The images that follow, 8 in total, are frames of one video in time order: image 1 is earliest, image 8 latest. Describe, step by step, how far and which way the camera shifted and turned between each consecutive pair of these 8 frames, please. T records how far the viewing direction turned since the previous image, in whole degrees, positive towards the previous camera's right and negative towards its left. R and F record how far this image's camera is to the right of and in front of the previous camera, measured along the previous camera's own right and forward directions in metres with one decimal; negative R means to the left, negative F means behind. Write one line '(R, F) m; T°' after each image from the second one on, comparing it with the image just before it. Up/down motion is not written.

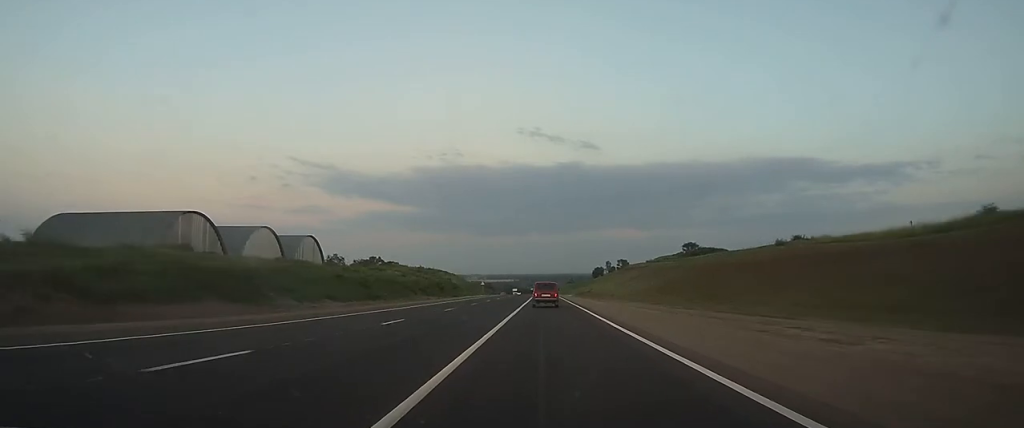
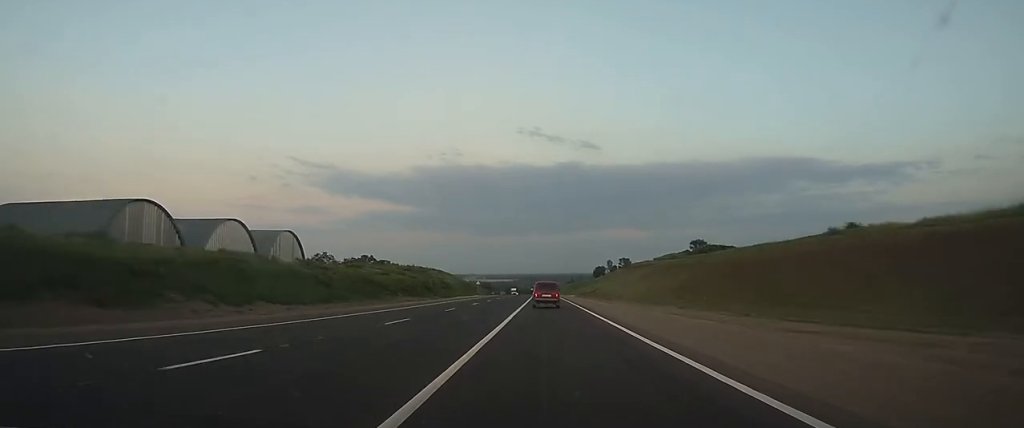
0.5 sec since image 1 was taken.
(0.0, +11.7) m; 0°
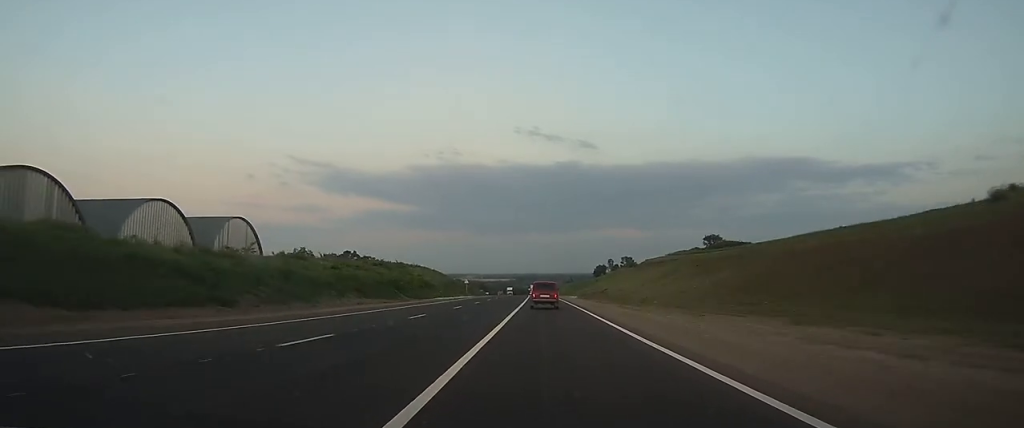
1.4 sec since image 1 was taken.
(0.0, +20.2) m; 0°
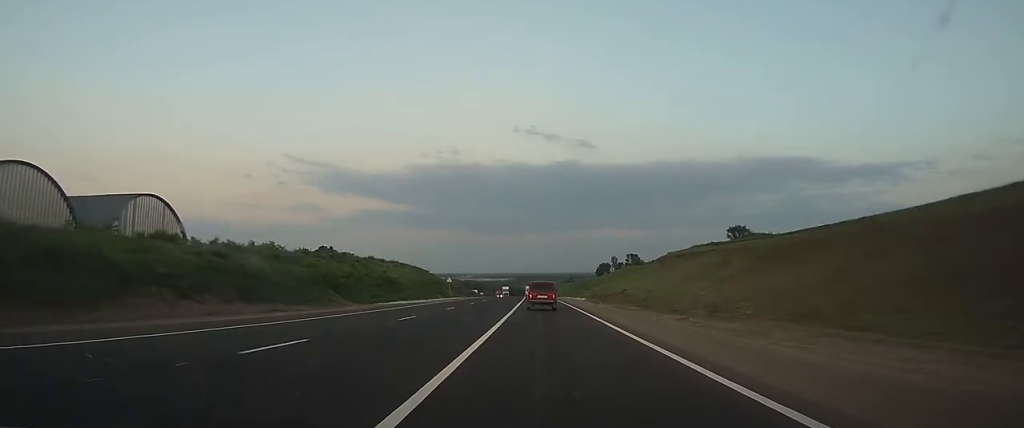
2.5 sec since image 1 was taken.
(0.0, +25.5) m; 0°
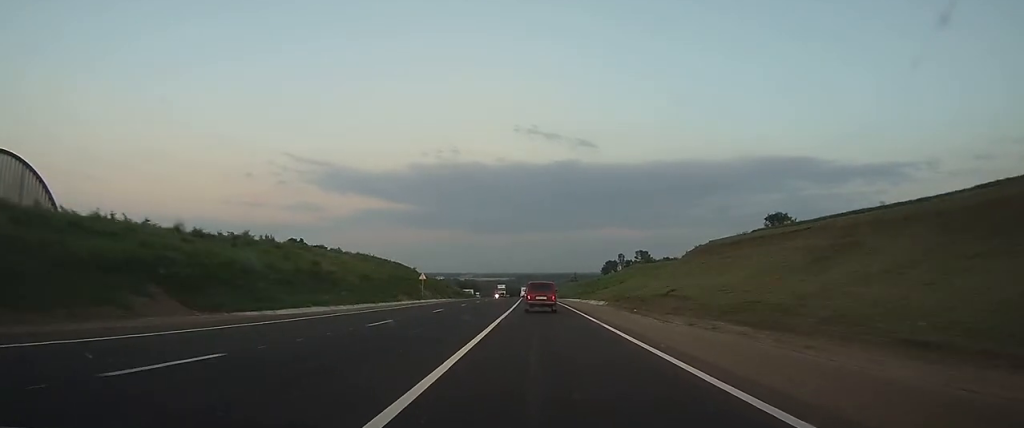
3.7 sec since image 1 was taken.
(0.0, +27.5) m; 0°
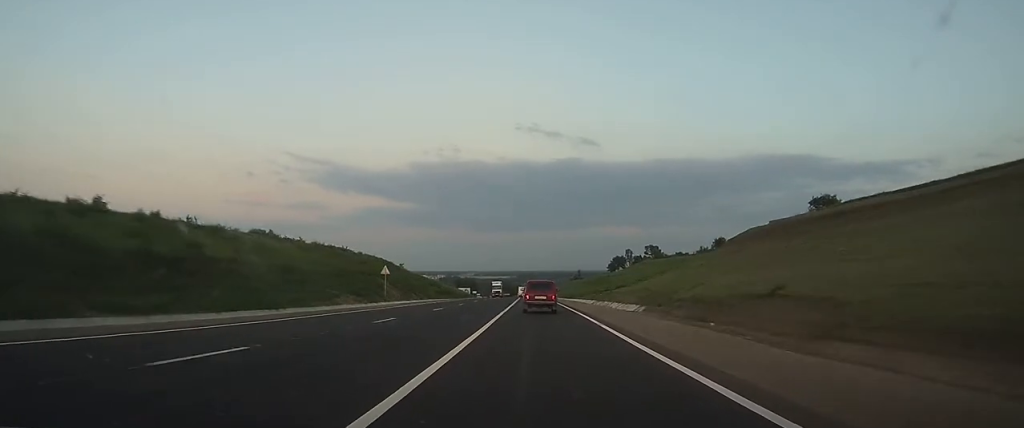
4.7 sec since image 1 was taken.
(-0.1, +22.8) m; 0°
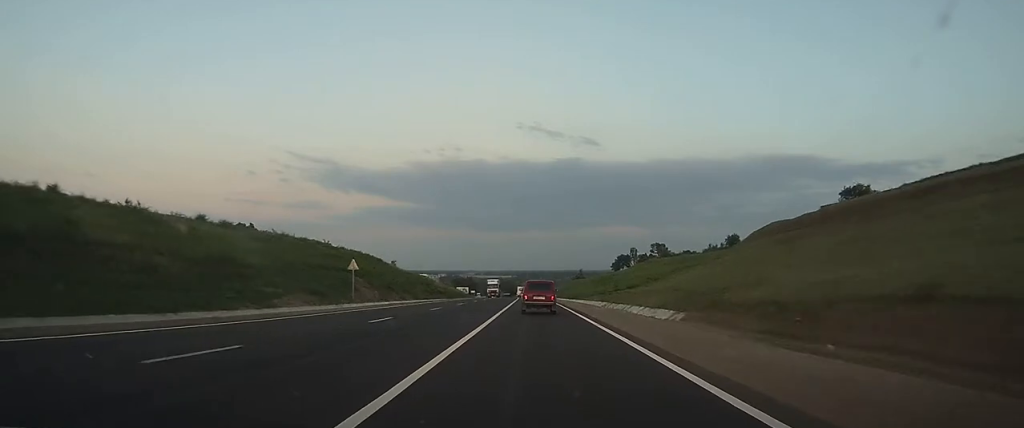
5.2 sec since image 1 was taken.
(0.0, +12.1) m; 0°
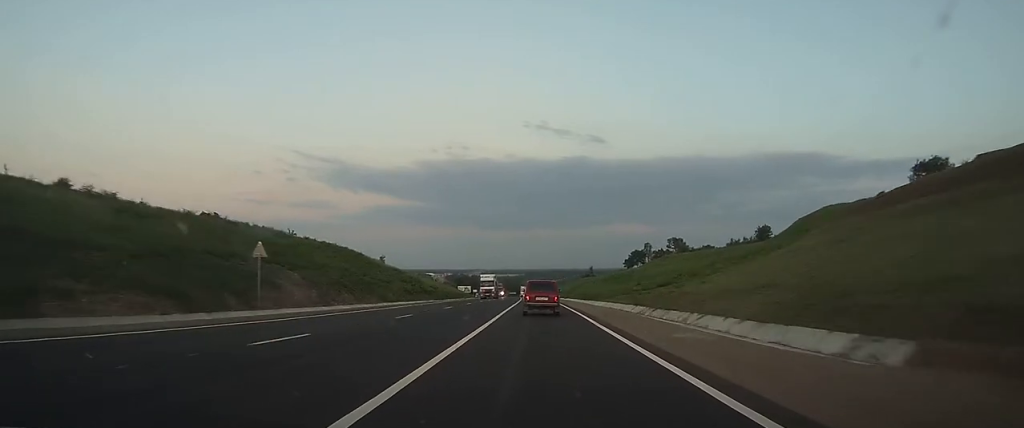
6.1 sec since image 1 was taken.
(-0.1, +20.4) m; 0°
